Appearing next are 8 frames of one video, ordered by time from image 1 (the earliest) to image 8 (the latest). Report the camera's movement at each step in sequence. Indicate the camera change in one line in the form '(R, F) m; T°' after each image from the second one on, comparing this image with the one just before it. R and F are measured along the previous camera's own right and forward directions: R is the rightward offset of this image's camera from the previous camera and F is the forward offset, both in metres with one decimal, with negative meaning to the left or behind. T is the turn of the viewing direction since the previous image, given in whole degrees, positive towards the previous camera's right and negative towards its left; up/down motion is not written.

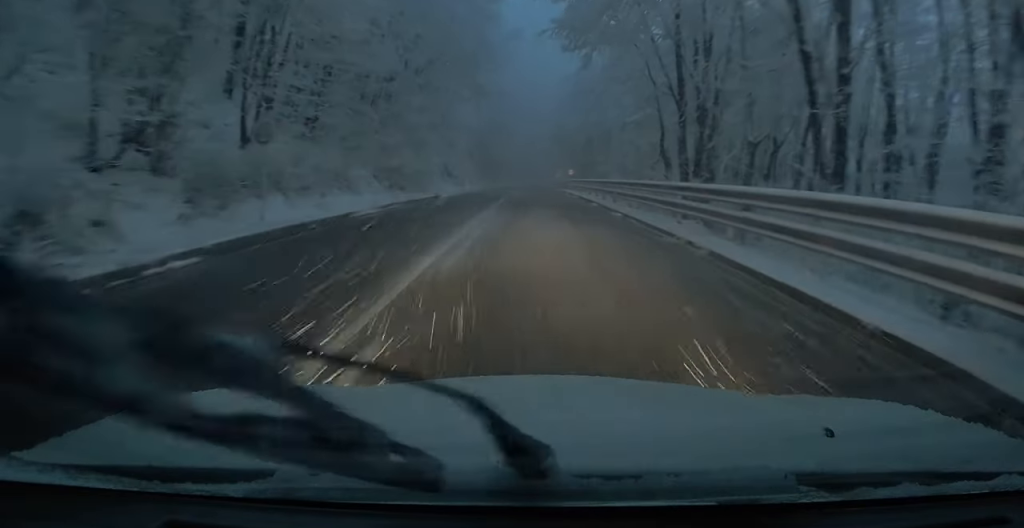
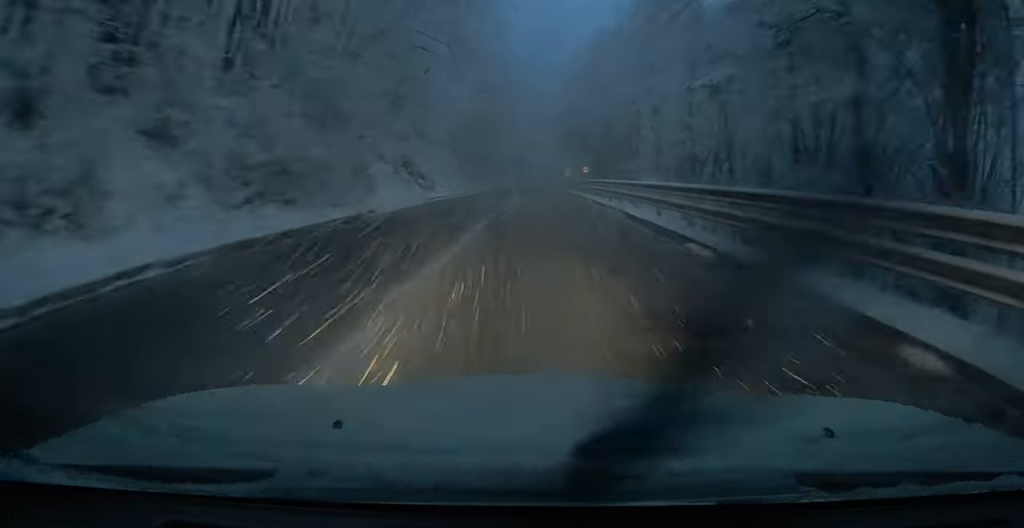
(-0.2, +15.9) m; 0°
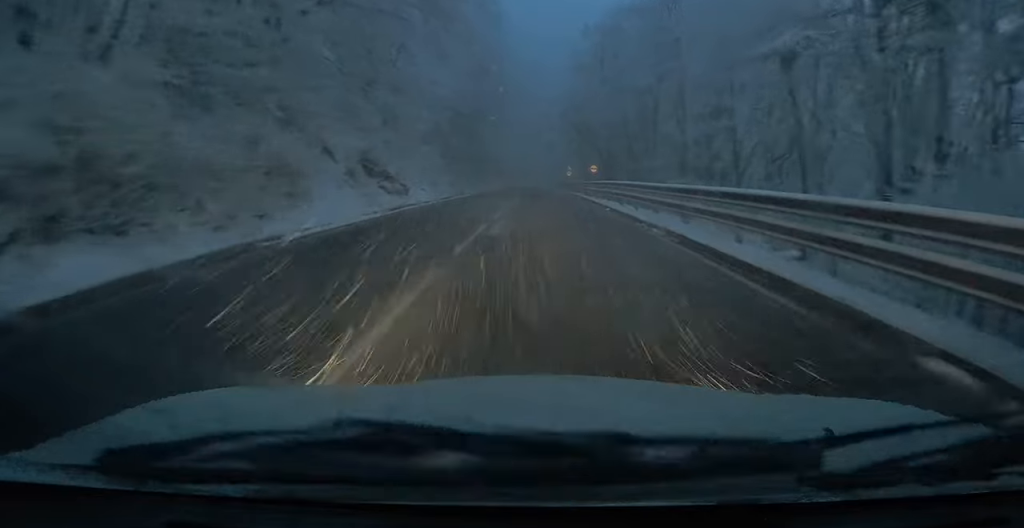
(+0.3, +7.6) m; 0°
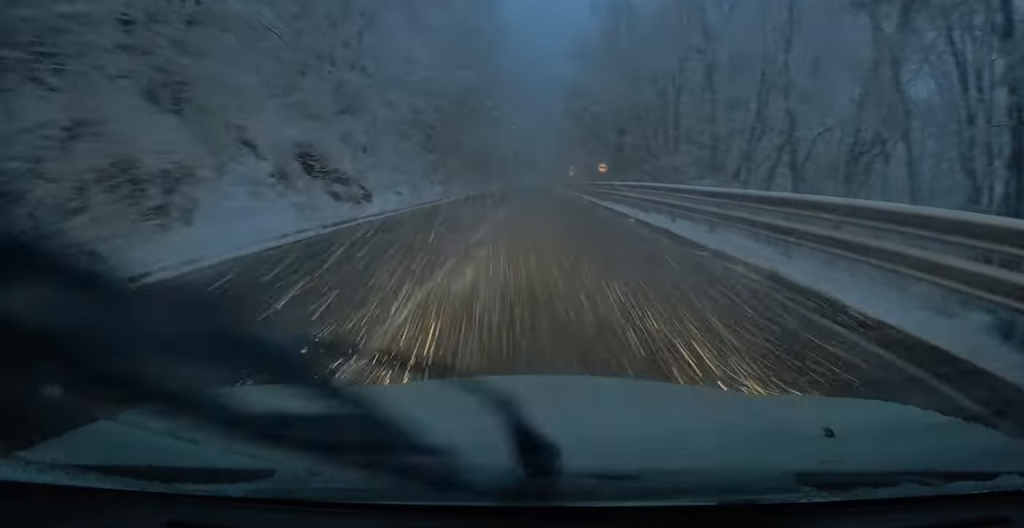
(-0.2, +6.4) m; -1°
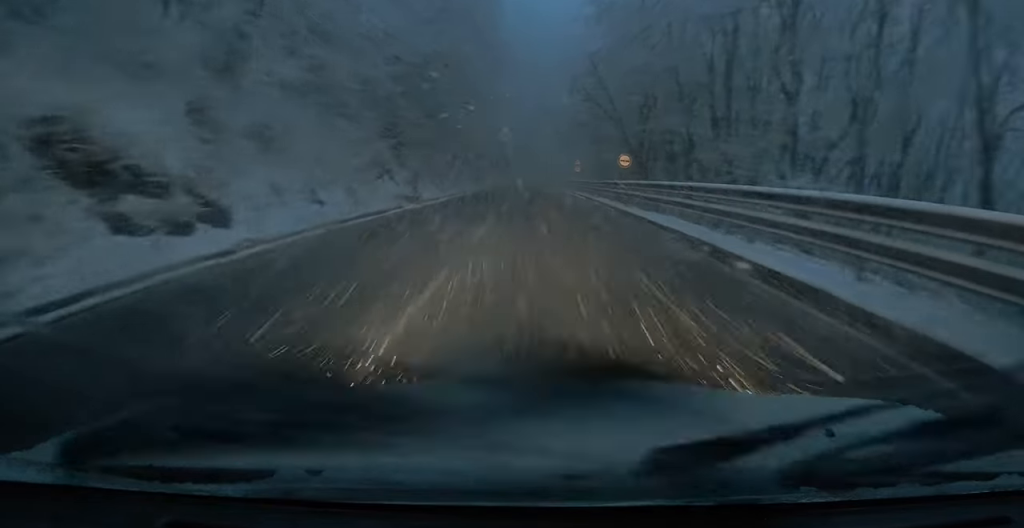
(-0.2, +10.2) m; -1°
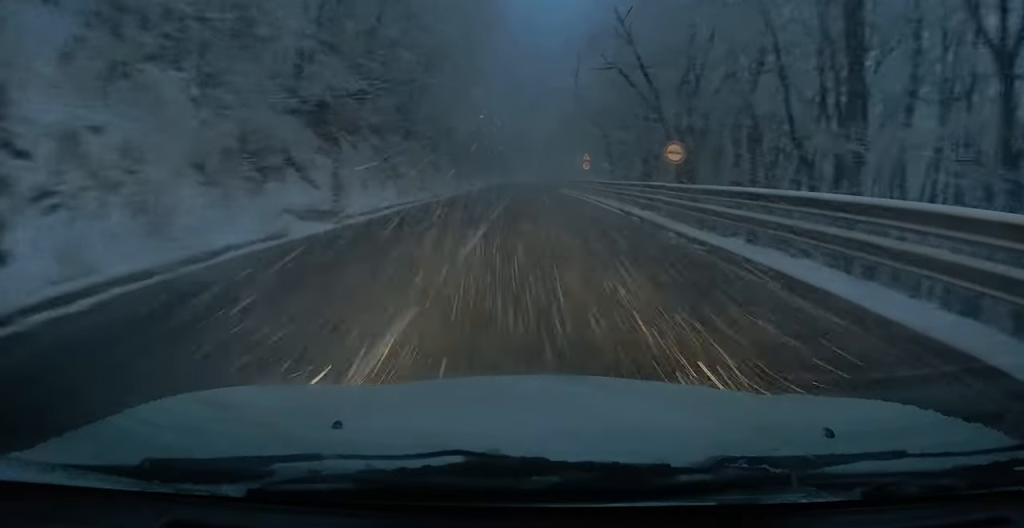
(0.0, +11.1) m; 0°
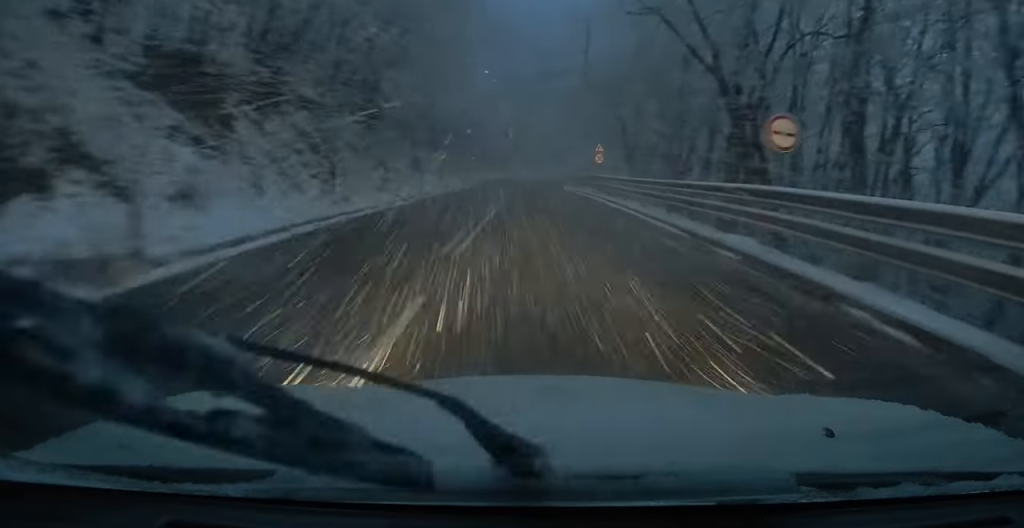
(0.0, +8.8) m; 0°
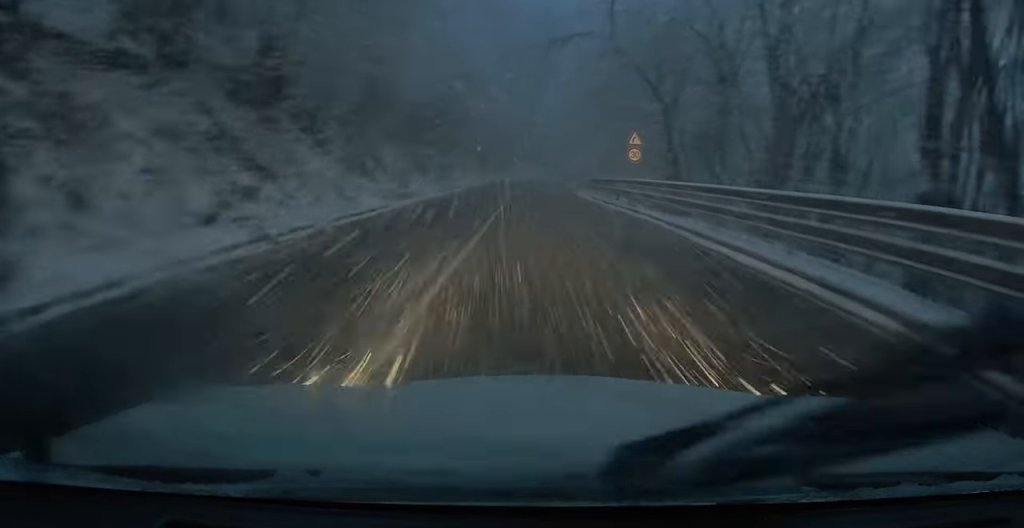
(0.0, +12.5) m; -1°
